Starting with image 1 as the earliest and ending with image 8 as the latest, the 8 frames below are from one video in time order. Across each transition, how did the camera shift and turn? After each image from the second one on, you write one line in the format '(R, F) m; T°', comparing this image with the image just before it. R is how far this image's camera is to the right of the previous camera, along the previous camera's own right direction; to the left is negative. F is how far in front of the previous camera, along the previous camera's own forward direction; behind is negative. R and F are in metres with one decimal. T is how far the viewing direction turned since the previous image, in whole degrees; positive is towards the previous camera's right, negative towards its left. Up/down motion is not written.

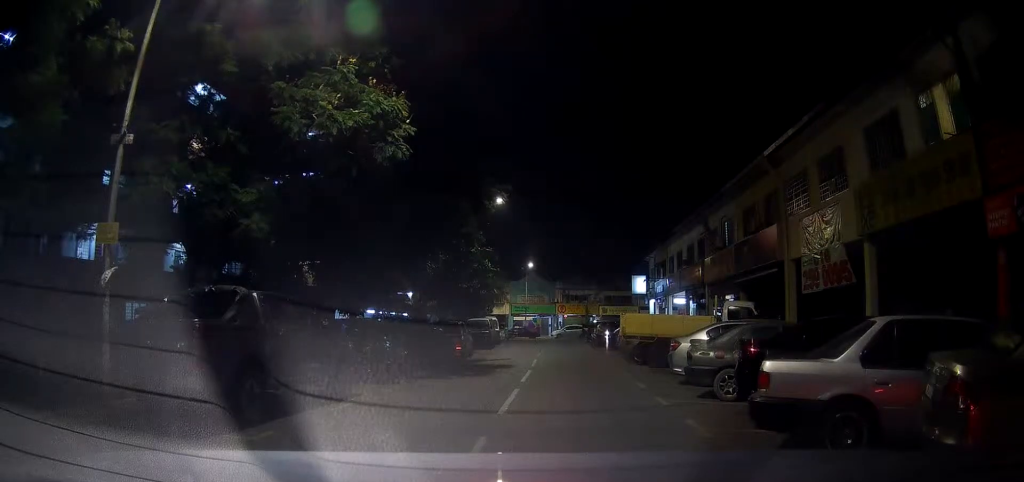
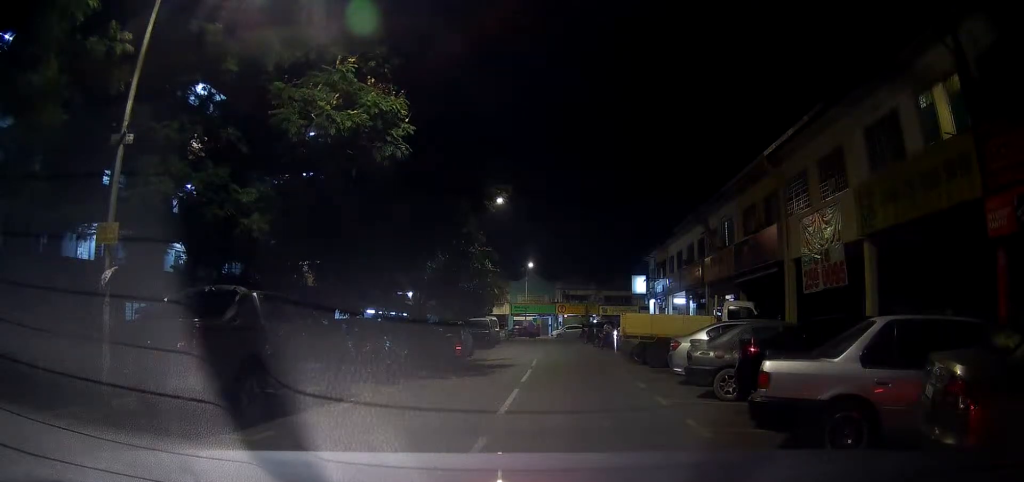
(0.0, 0.0) m; 0°
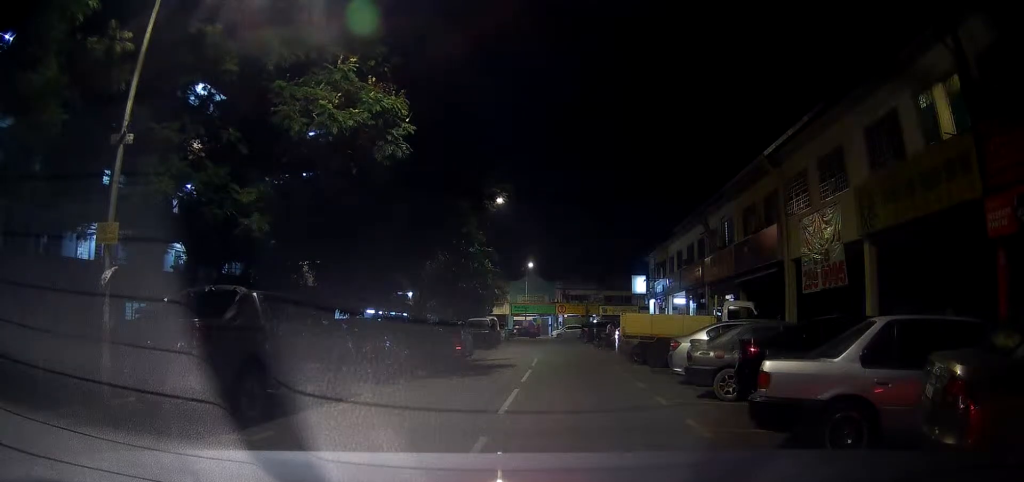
(0.0, 0.0) m; 0°
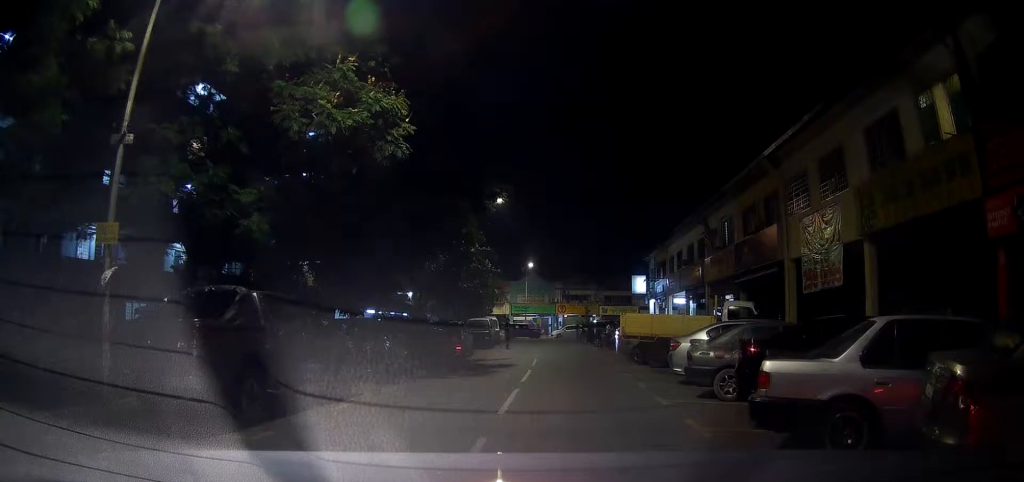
(0.0, 0.0) m; 0°
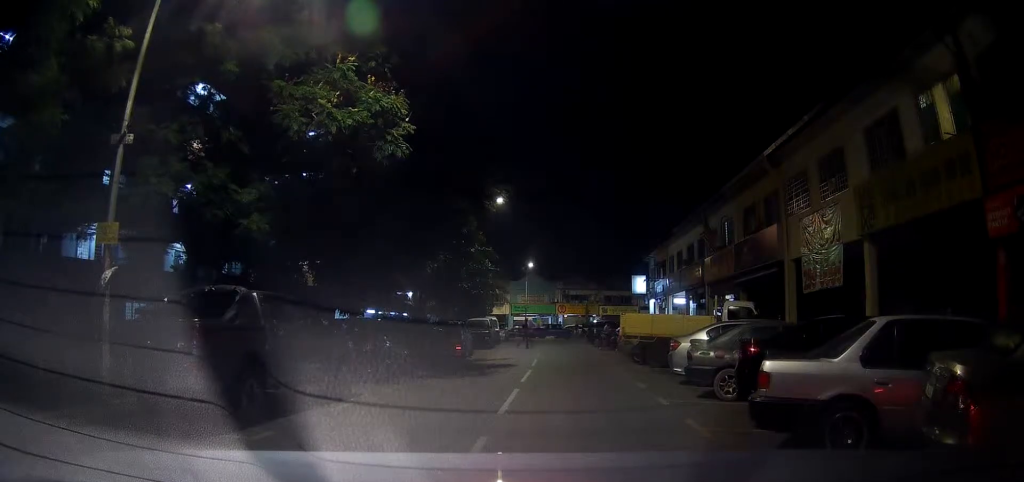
(0.0, 0.0) m; 0°
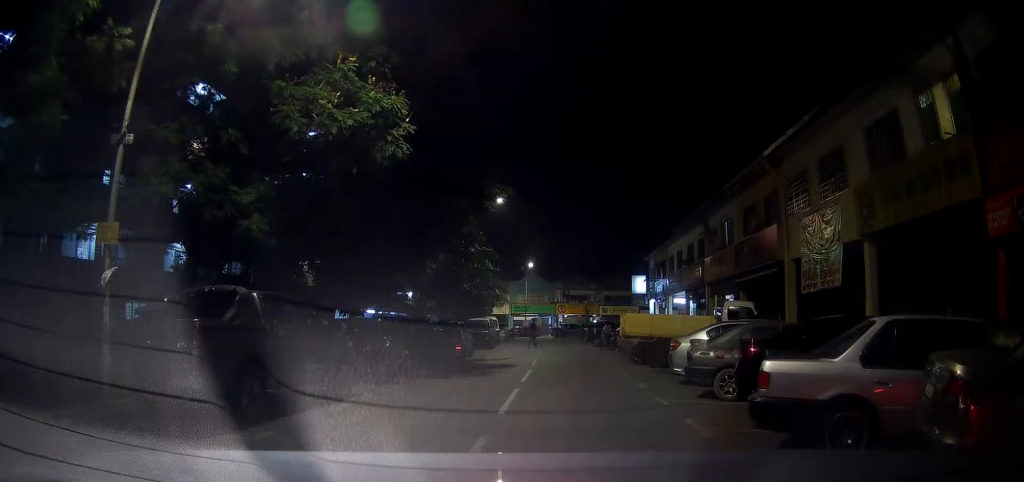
(0.0, 0.0) m; 0°
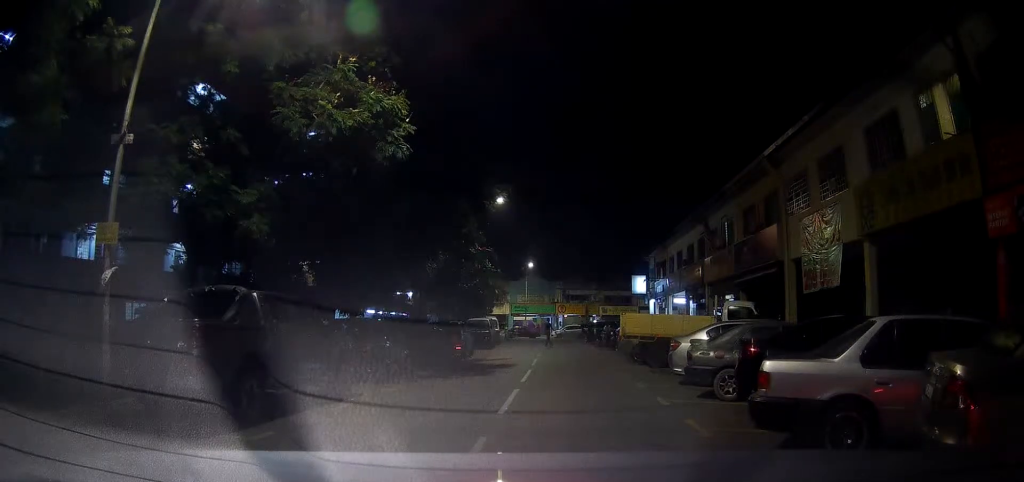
(0.0, 0.0) m; 0°
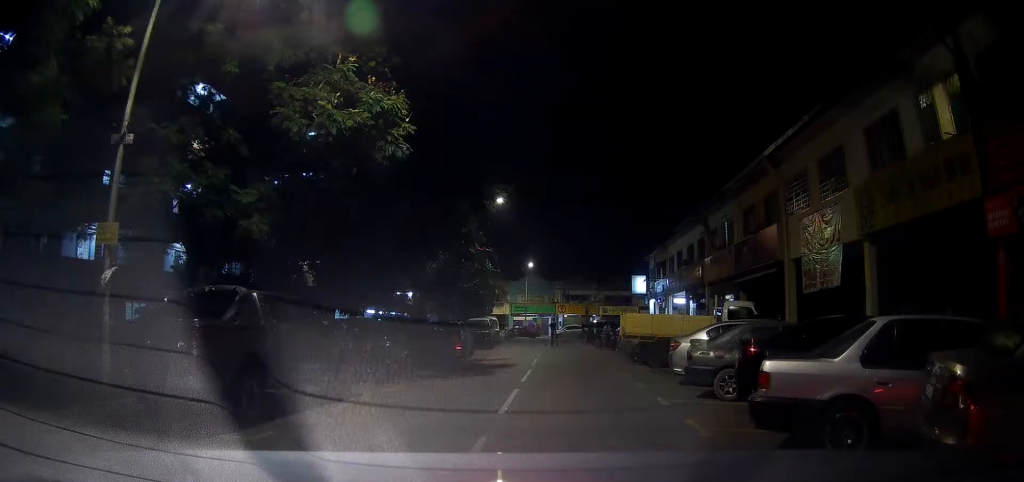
(0.0, 0.0) m; 0°
